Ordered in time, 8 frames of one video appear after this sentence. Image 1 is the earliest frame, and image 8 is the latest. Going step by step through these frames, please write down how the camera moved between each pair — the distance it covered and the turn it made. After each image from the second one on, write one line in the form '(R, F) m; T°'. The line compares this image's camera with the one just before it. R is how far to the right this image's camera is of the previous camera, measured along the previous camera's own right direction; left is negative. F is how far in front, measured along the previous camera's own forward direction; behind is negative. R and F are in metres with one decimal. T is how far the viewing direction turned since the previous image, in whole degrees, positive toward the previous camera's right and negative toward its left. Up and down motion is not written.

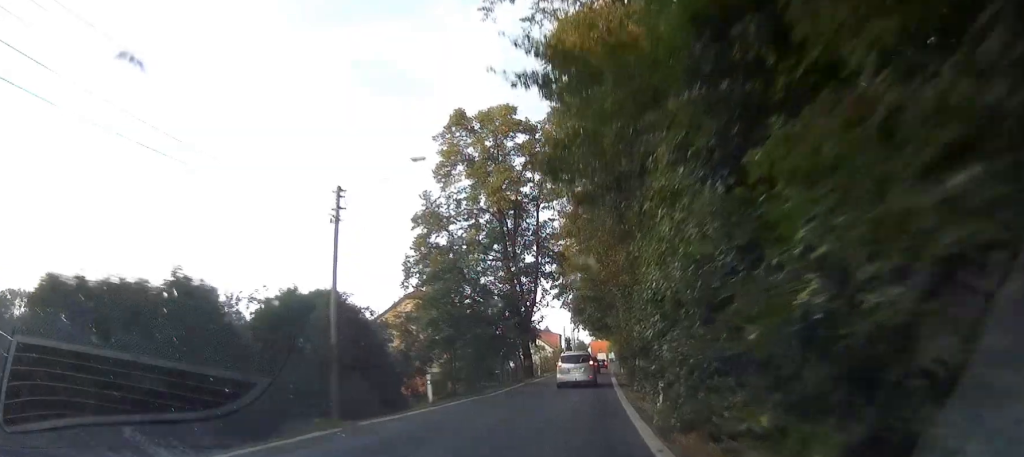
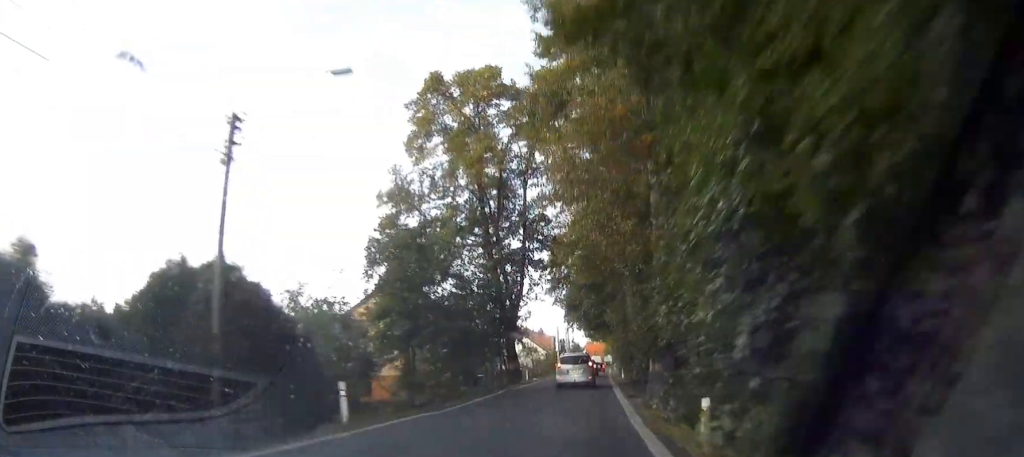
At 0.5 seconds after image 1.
(-0.1, +7.6) m; +1°
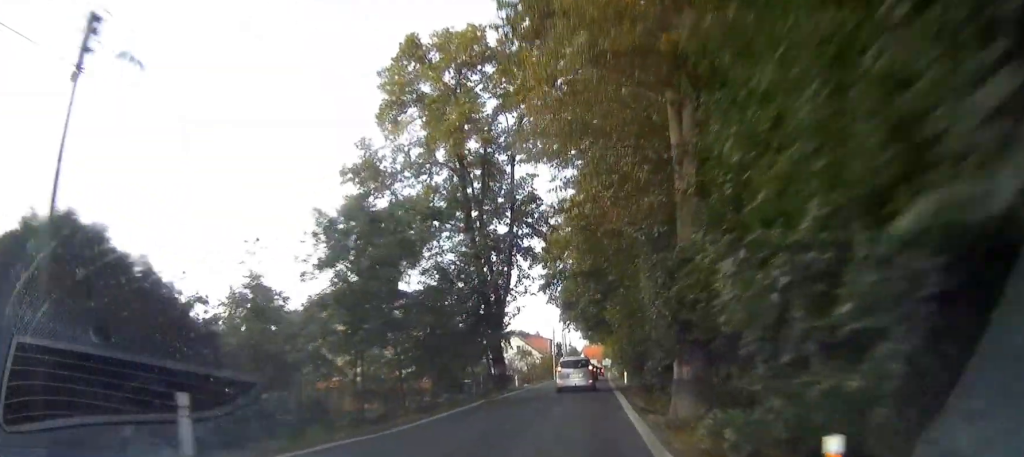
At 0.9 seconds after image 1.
(+0.2, +6.1) m; +1°
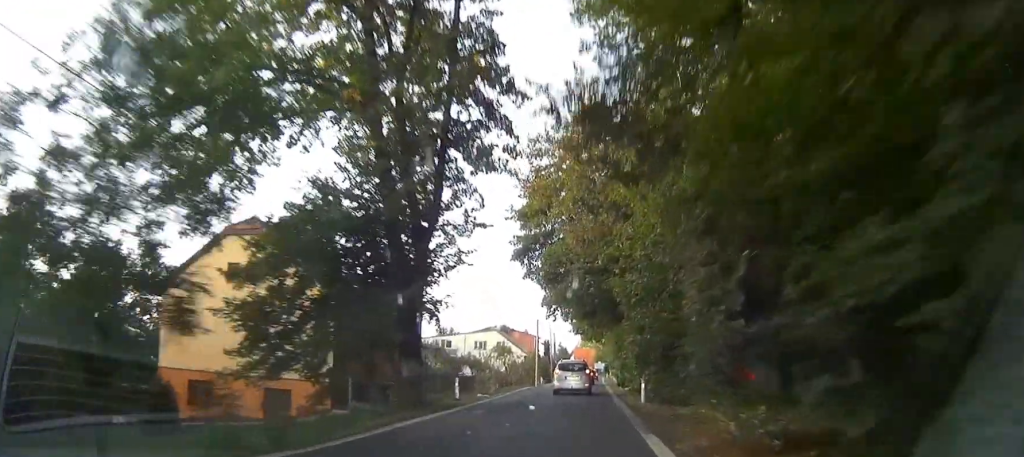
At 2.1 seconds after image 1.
(+0.3, +17.8) m; +1°
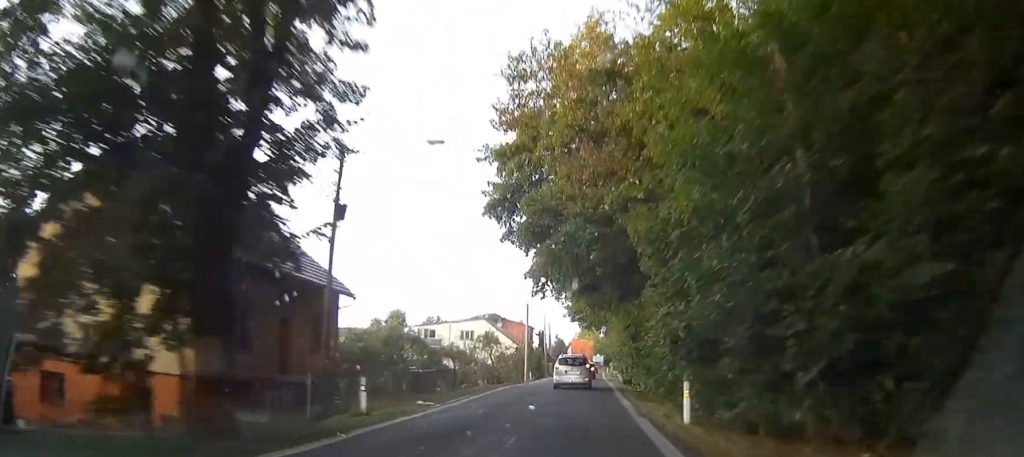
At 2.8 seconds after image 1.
(0.0, +11.2) m; 0°
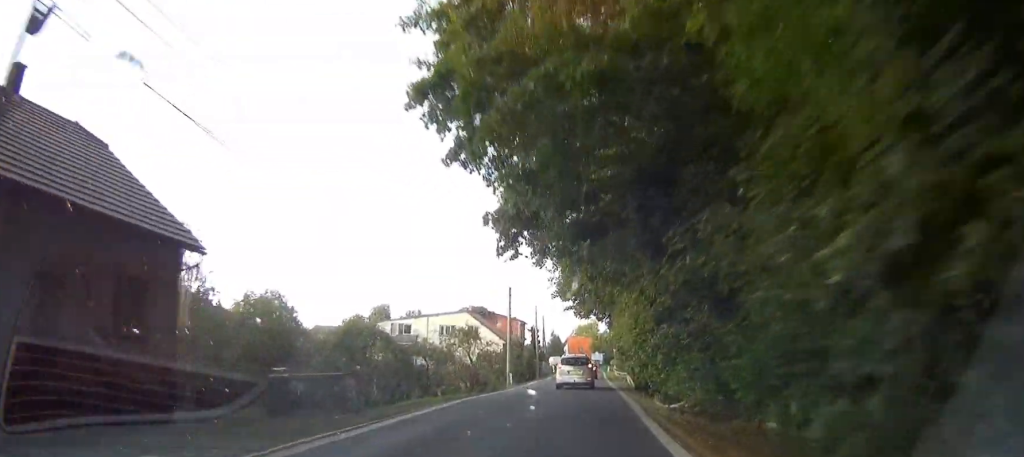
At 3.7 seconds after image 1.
(0.0, +13.2) m; 0°
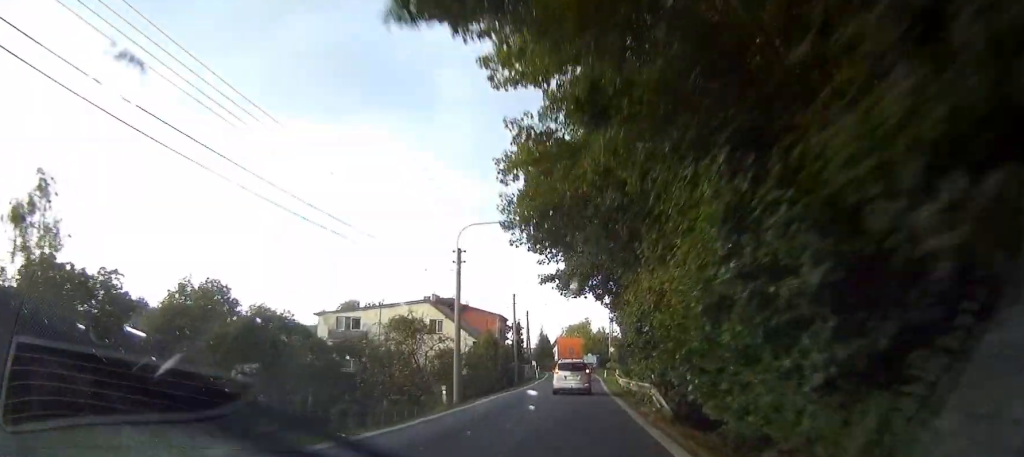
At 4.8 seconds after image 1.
(+0.1, +17.8) m; +1°
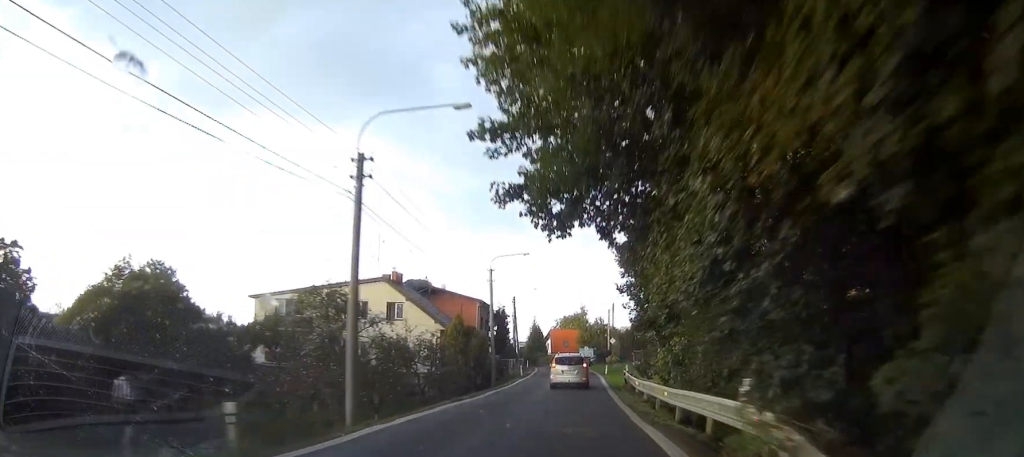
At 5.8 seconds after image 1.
(+0.1, +14.2) m; +1°
